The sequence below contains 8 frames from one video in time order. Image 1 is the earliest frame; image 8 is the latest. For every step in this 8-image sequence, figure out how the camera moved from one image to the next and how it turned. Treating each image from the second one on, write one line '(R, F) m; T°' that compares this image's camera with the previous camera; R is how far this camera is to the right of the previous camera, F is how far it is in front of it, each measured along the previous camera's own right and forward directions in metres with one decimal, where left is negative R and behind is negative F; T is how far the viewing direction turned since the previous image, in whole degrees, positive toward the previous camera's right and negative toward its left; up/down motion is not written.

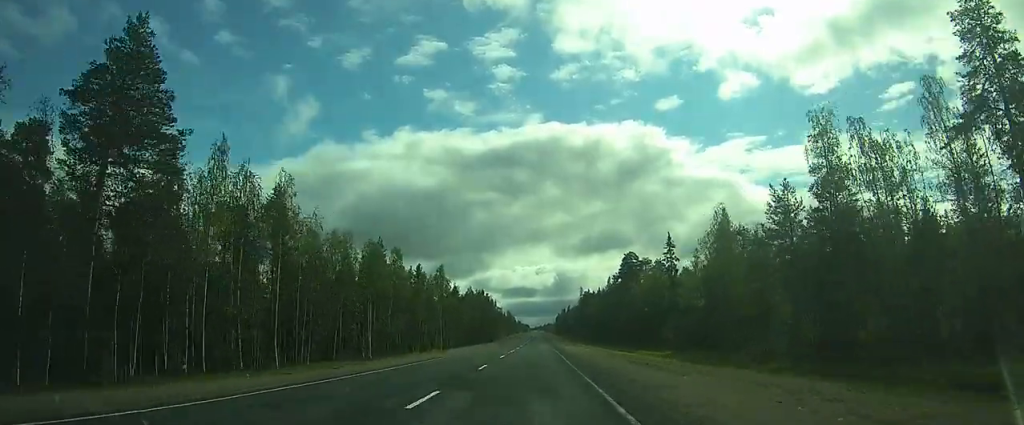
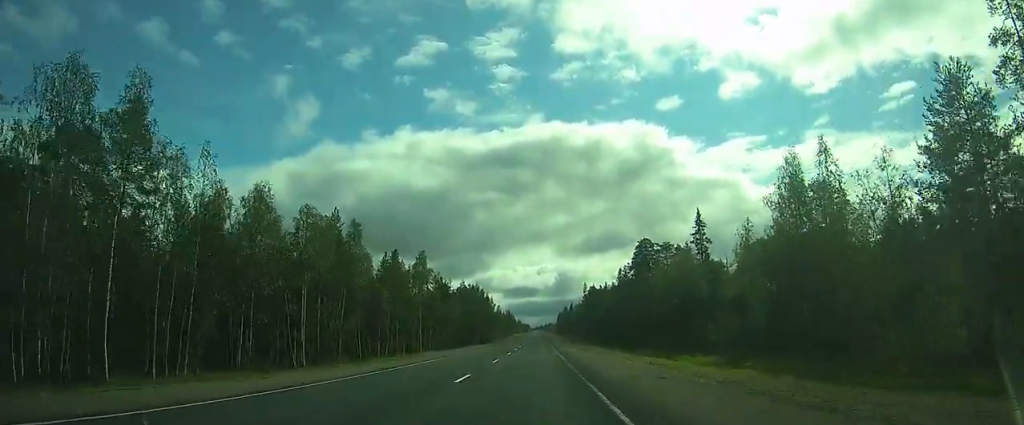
(0.0, +16.7) m; 0°
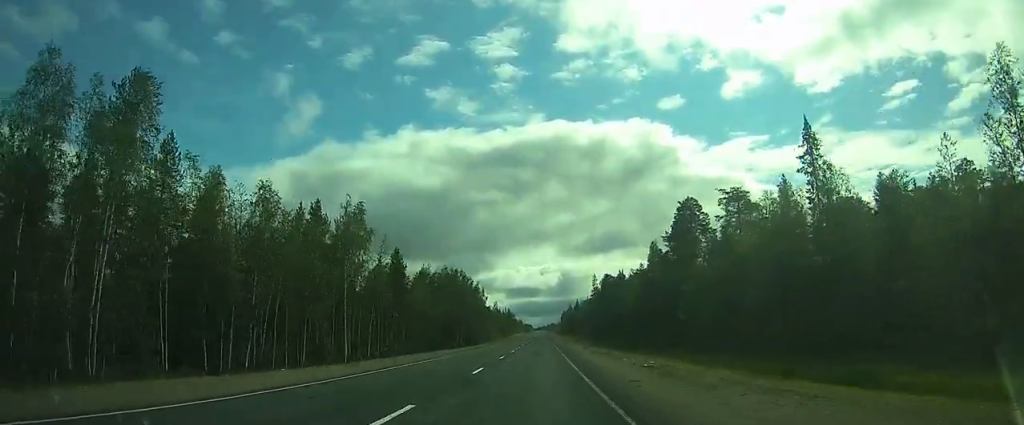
(+0.5, +30.9) m; +2°
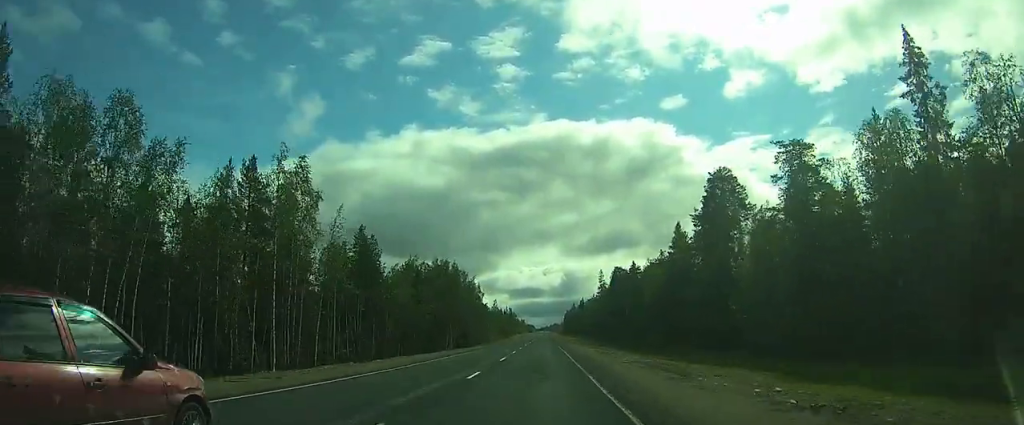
(0.0, +13.6) m; -1°
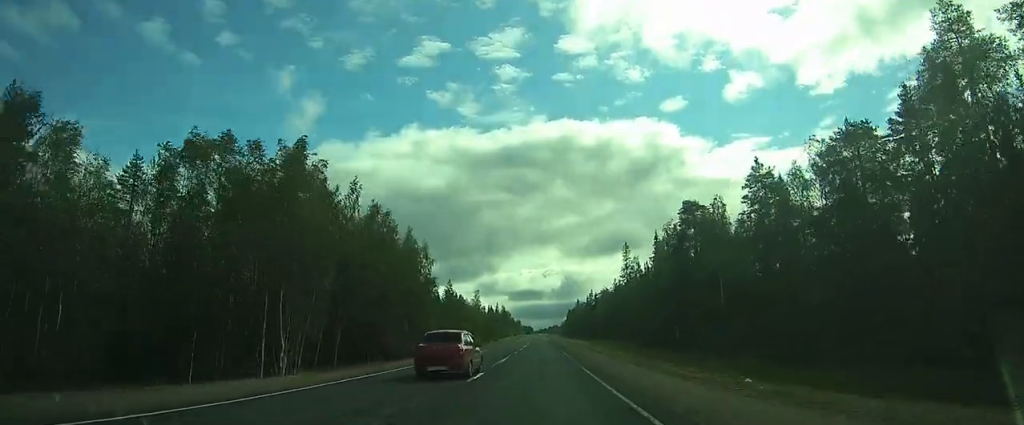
(-2.1, +55.8) m; -3°
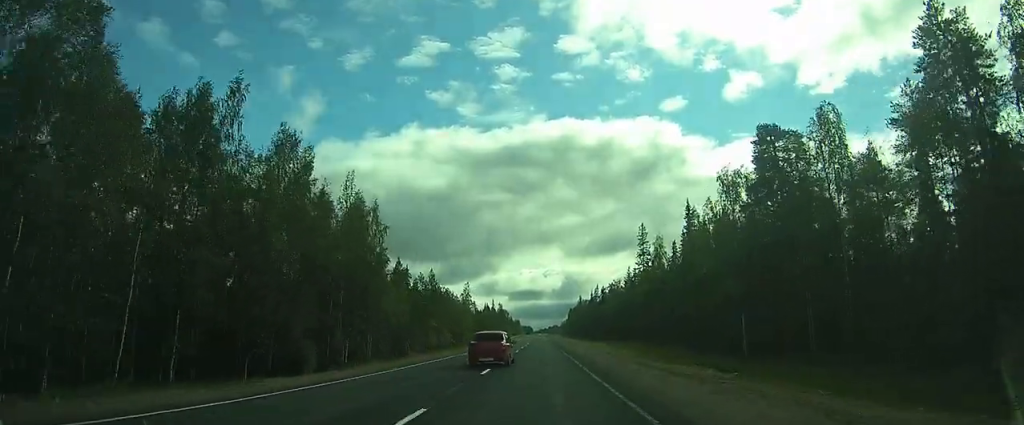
(0.0, +20.2) m; 0°
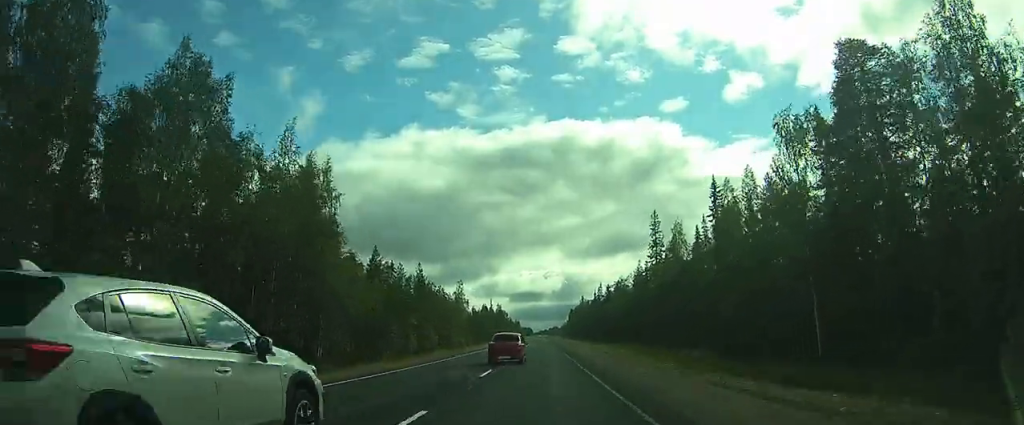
(0.0, +11.1) m; +1°
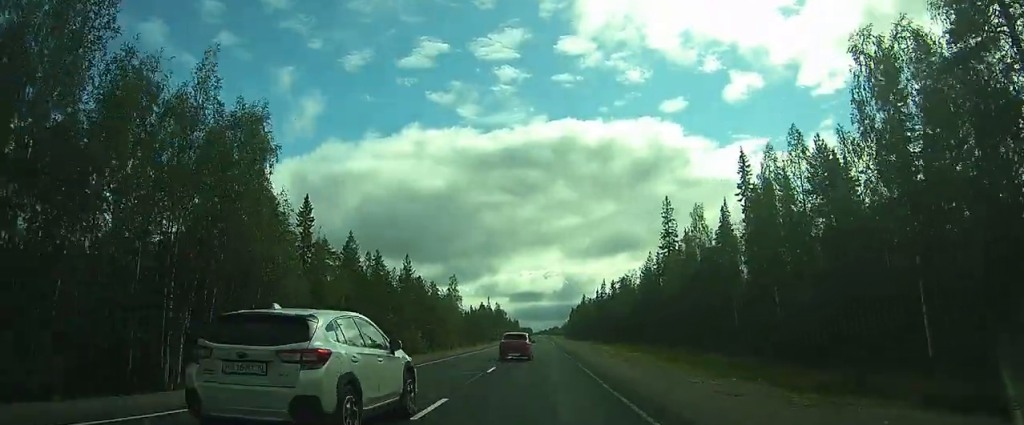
(-0.1, +9.0) m; 0°
